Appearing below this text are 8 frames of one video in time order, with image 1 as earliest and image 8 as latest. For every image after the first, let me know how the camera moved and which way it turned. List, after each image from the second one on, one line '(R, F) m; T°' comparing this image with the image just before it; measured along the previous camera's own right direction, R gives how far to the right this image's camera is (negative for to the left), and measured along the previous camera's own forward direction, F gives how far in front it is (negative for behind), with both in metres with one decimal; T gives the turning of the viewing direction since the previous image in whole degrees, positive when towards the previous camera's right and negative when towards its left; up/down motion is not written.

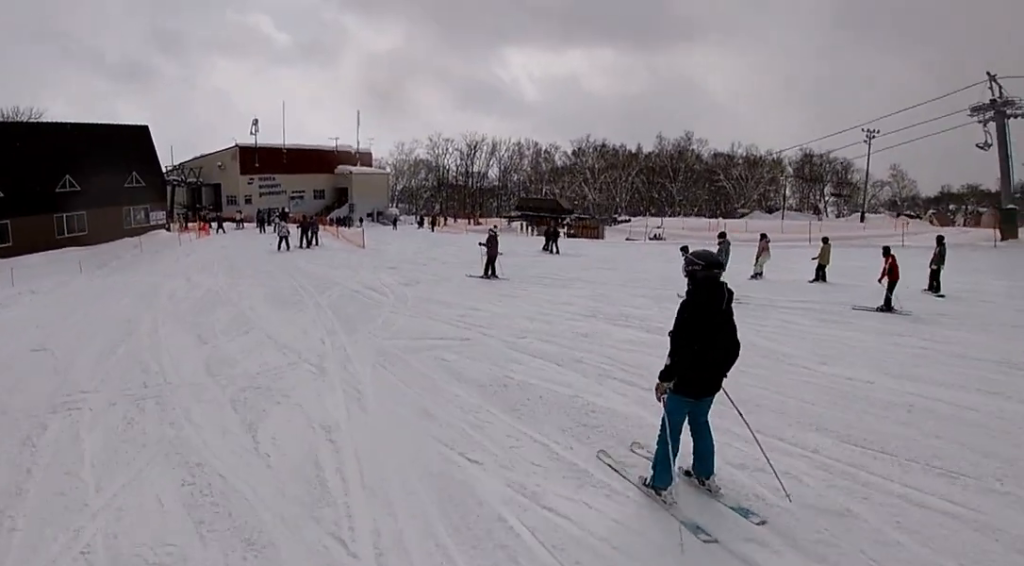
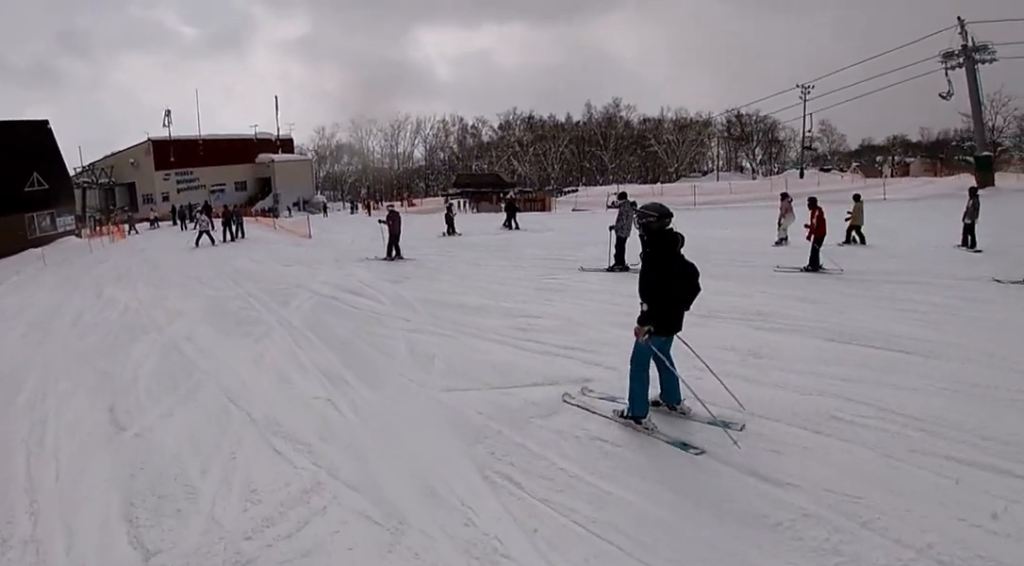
(+0.5, +4.4) m; -1°
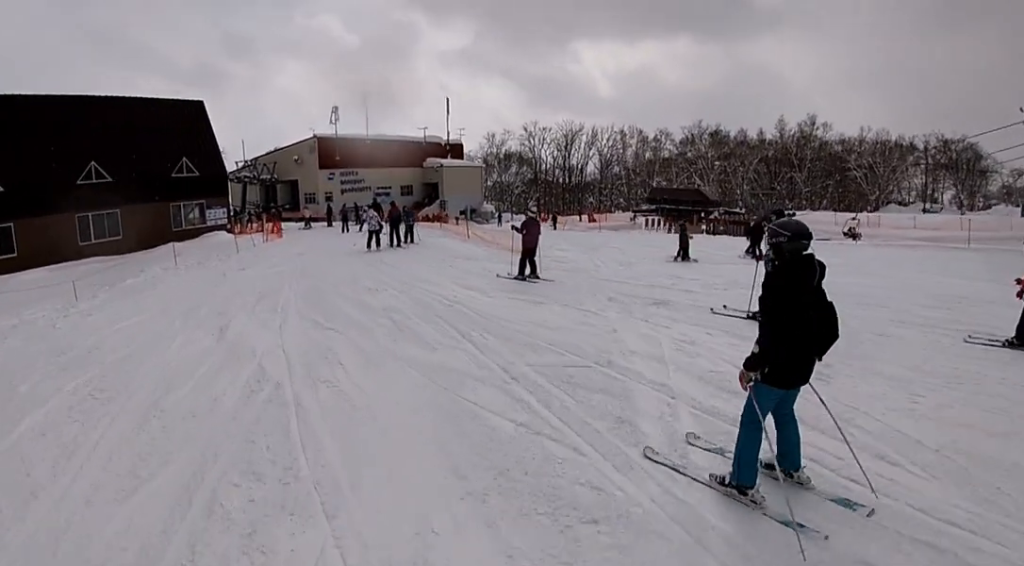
(-1.1, +7.2) m; -8°
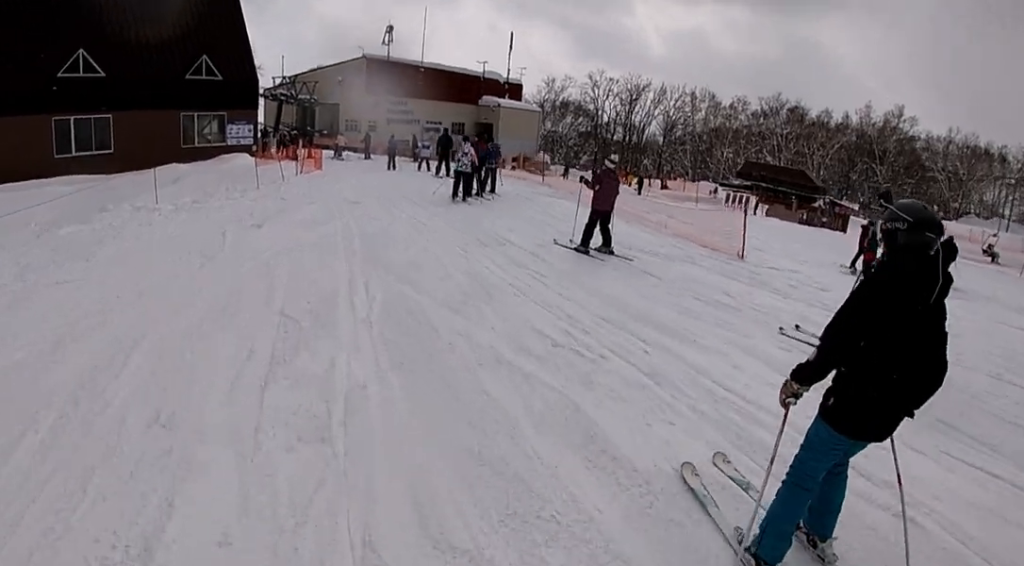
(0.0, +8.2) m; 0°
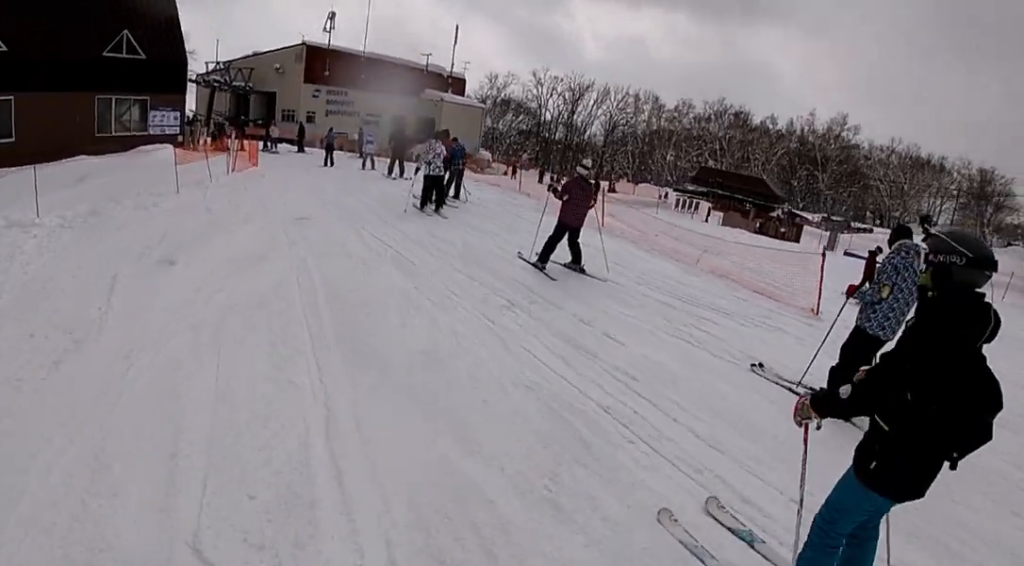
(0.0, +3.5) m; 0°
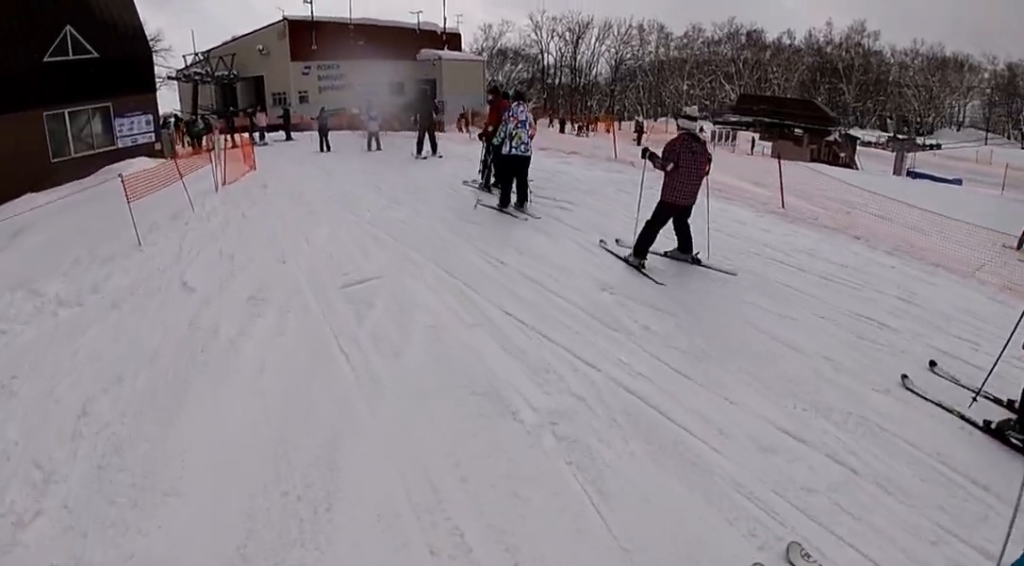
(0.0, +5.6) m; 0°
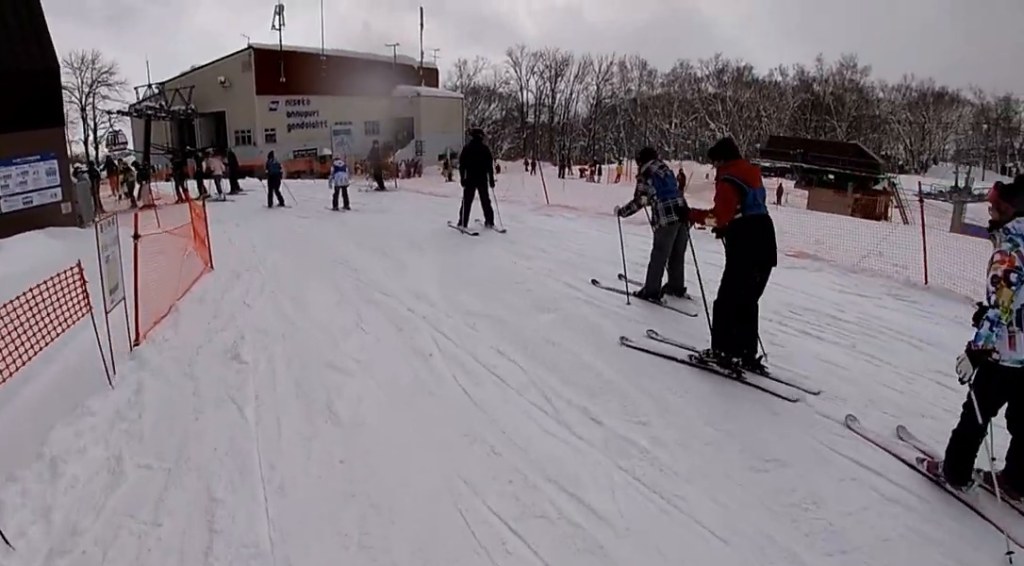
(+0.5, +8.8) m; +6°
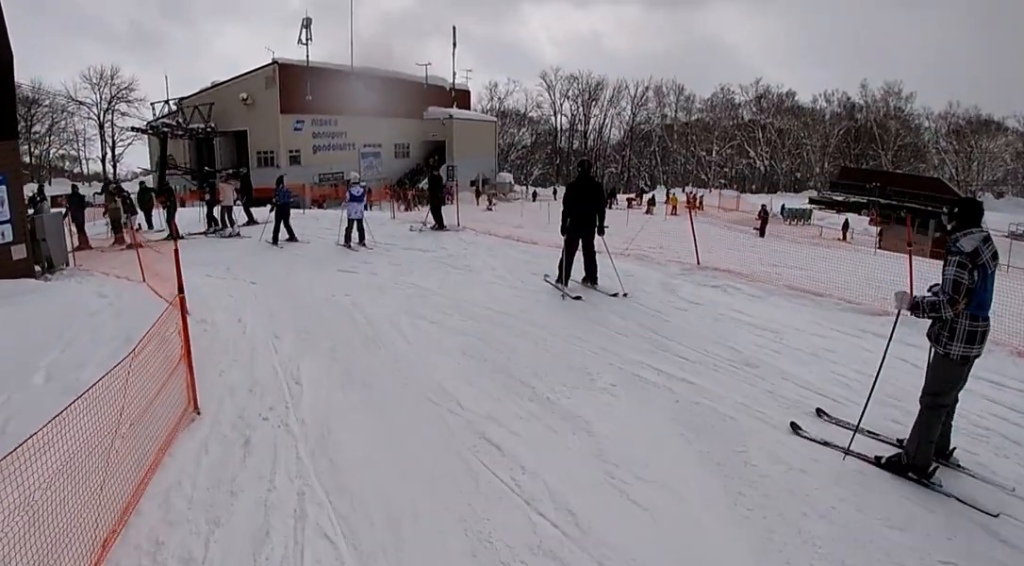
(0.0, +4.9) m; +1°
